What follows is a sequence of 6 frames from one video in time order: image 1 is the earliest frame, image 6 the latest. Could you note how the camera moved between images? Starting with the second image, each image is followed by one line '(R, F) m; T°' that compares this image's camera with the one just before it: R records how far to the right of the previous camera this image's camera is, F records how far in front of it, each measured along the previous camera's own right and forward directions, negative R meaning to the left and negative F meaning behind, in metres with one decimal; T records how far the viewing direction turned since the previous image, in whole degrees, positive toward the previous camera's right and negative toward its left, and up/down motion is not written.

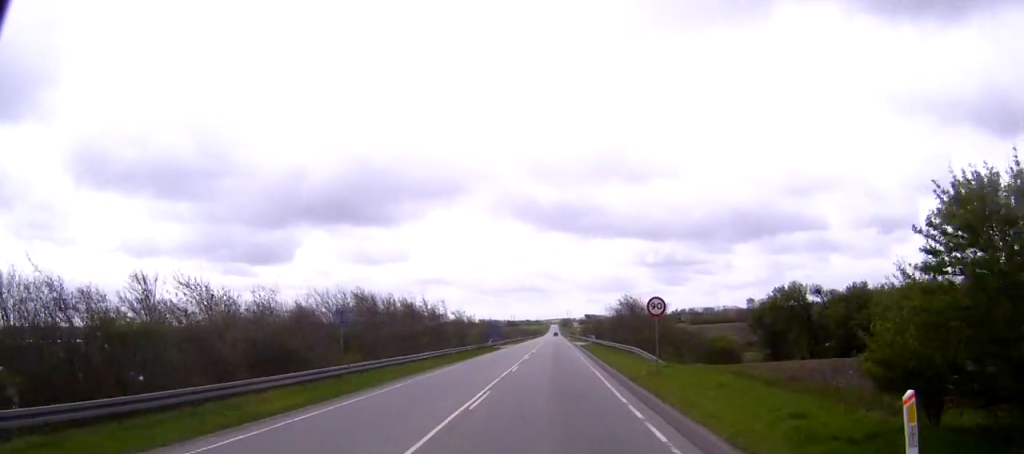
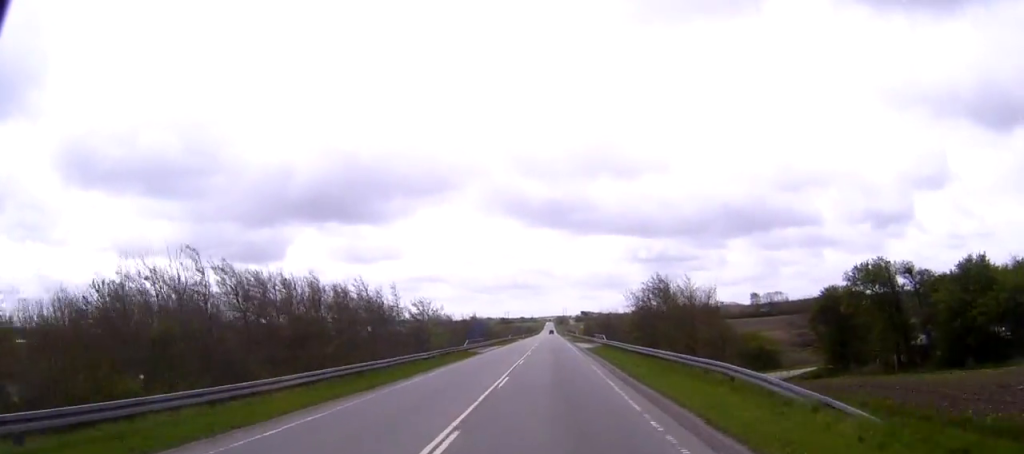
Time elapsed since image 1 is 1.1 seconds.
(+0.1, +23.7) m; +1°
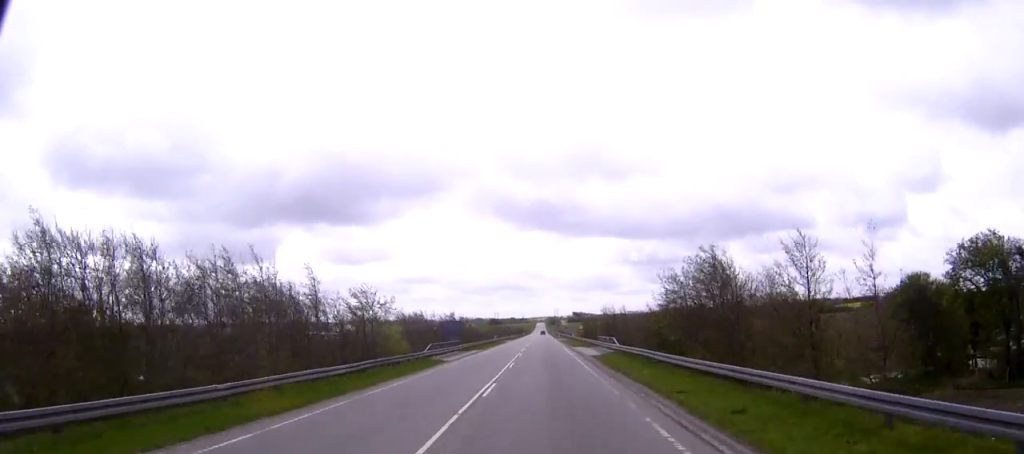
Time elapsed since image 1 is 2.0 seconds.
(+0.1, +18.8) m; 0°
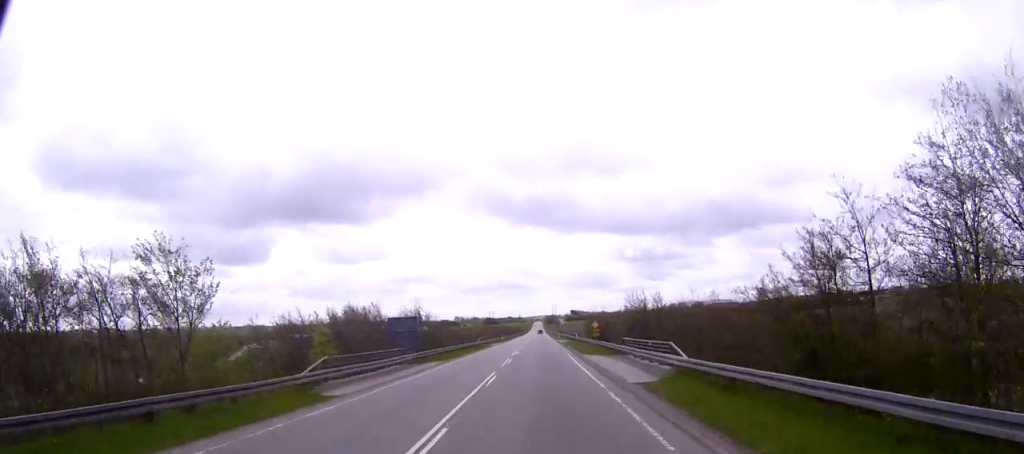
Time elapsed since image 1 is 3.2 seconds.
(+0.1, +26.0) m; 0°
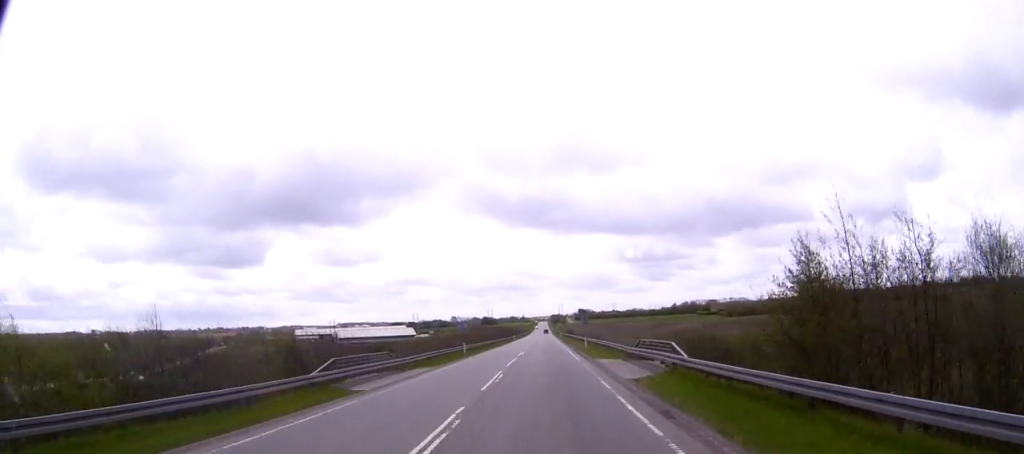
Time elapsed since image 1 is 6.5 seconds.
(+0.1, +73.6) m; 0°
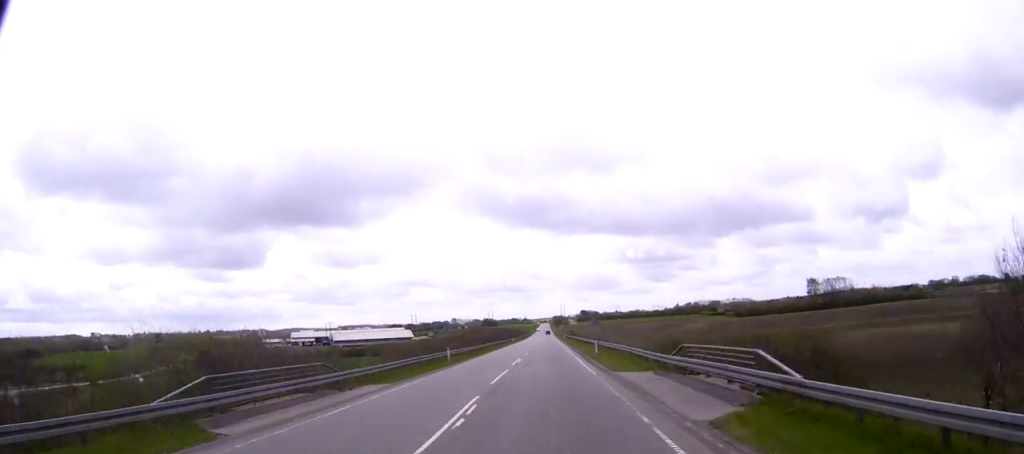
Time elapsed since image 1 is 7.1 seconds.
(0.0, +11.8) m; 0°
